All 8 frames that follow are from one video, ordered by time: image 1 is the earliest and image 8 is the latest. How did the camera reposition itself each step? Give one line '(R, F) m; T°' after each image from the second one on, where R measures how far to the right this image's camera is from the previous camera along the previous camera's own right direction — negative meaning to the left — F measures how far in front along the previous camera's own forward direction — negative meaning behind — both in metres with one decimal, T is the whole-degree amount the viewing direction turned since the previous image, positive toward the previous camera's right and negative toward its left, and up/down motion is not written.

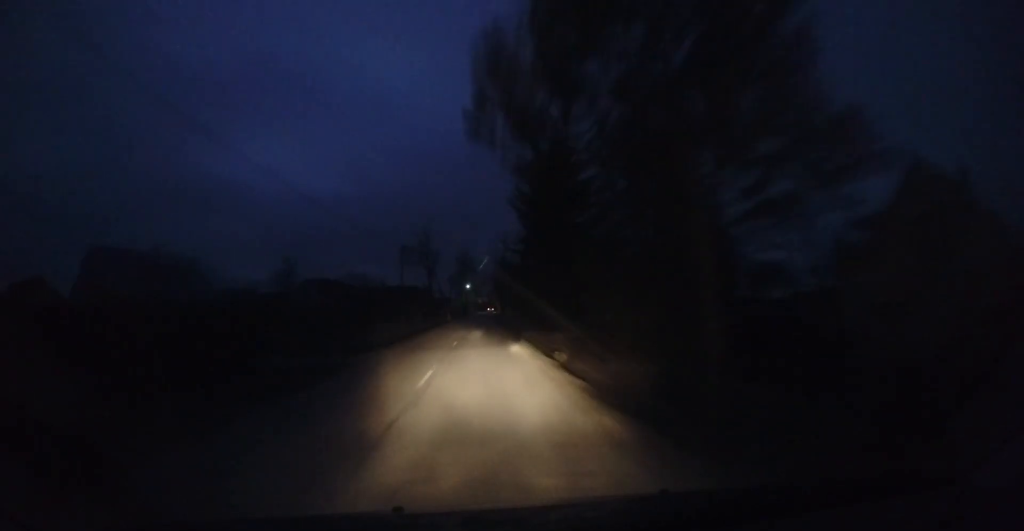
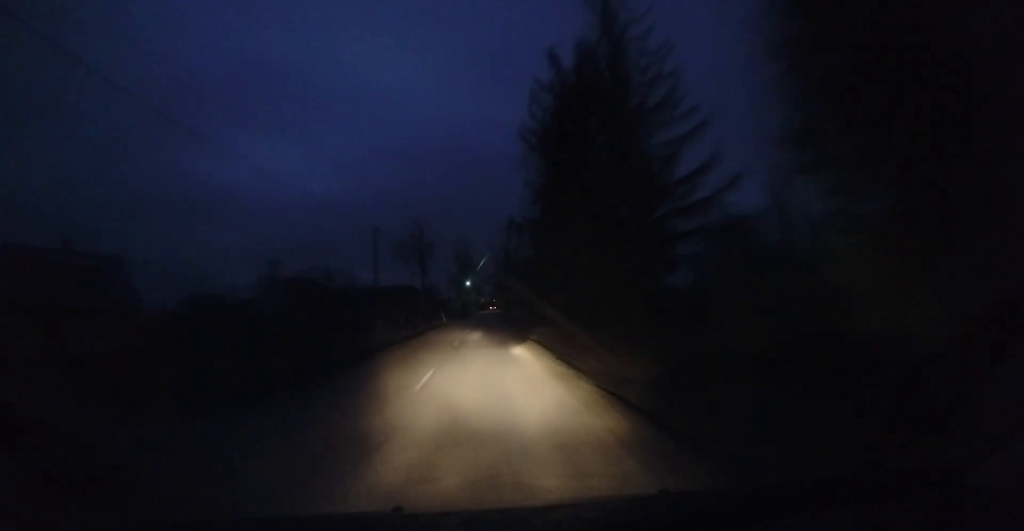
(+0.1, +8.2) m; +1°
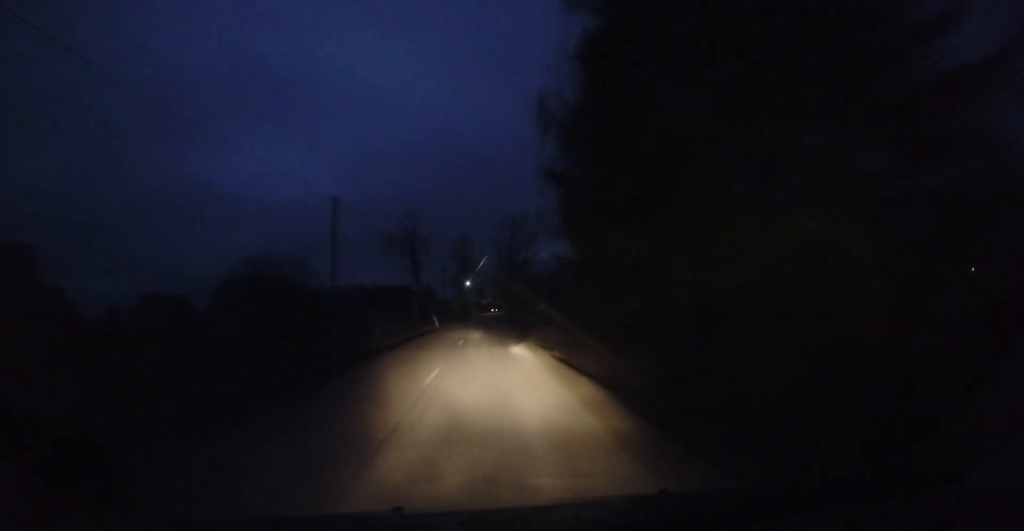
(0.0, +7.3) m; +1°
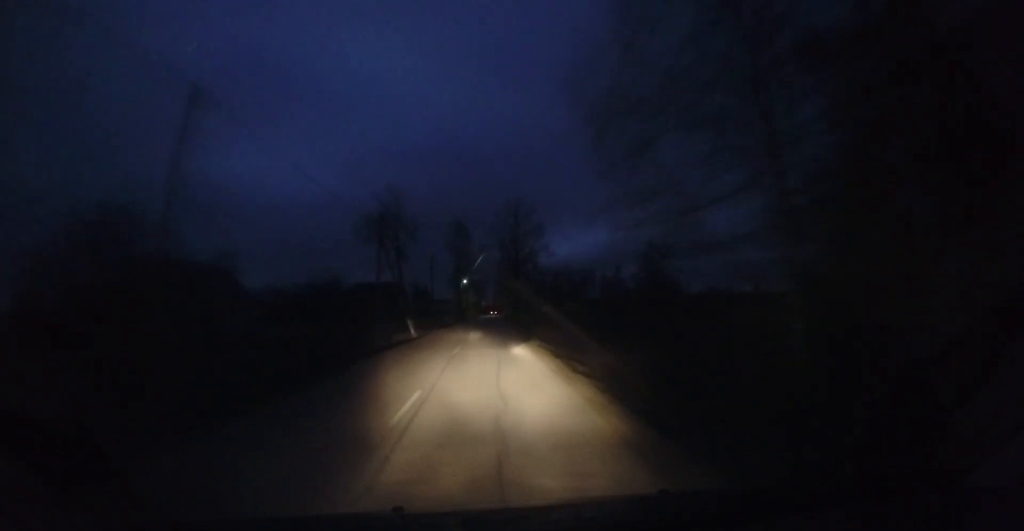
(+0.2, +10.5) m; +1°
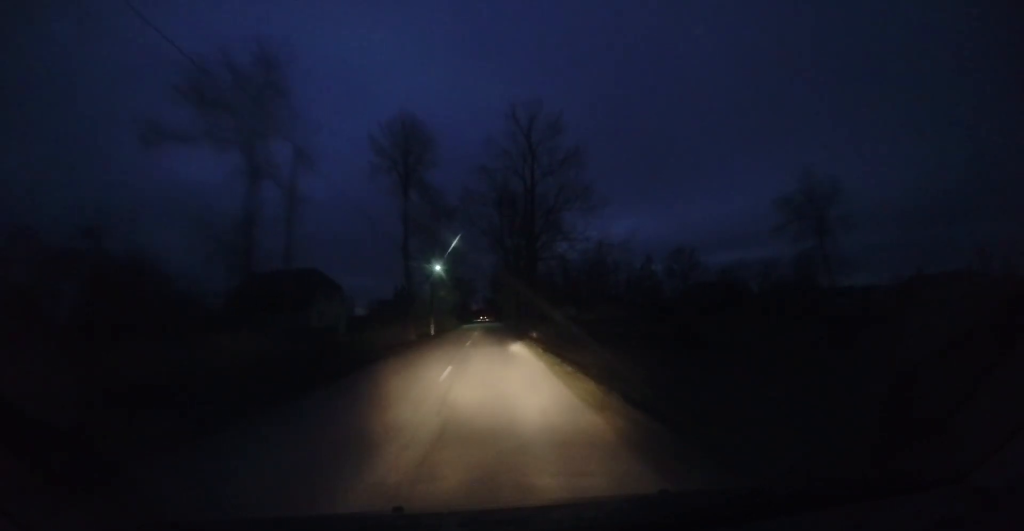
(+0.1, +28.7) m; 0°
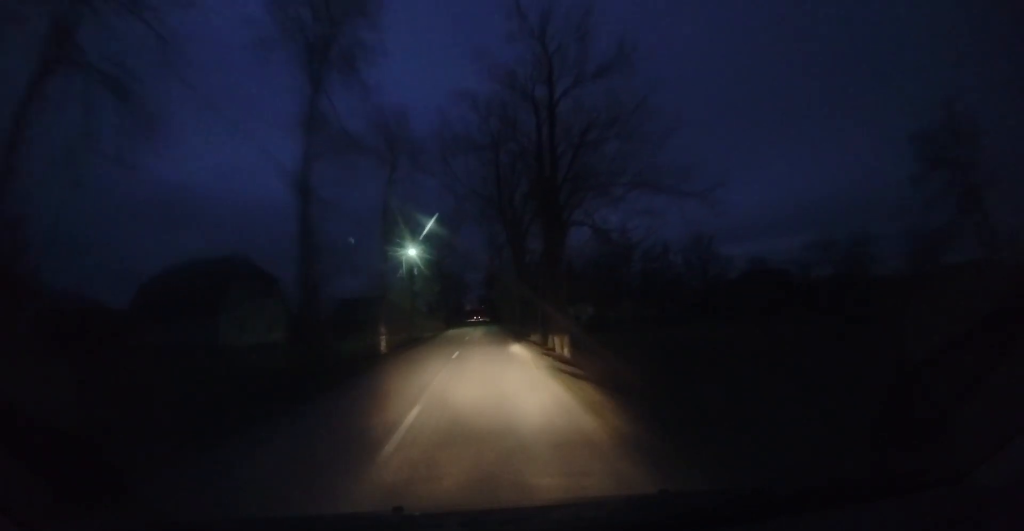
(0.0, +12.1) m; 0°
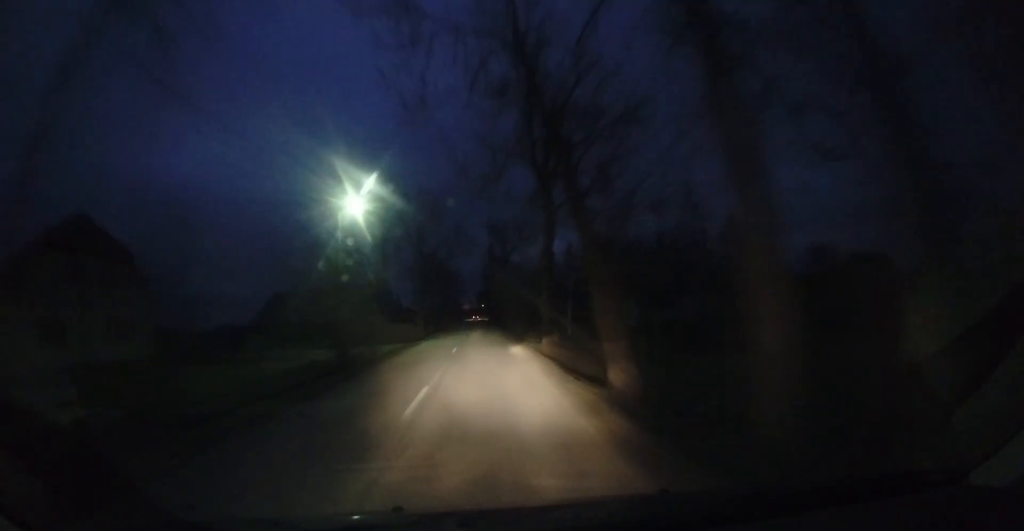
(0.0, +14.7) m; -1°
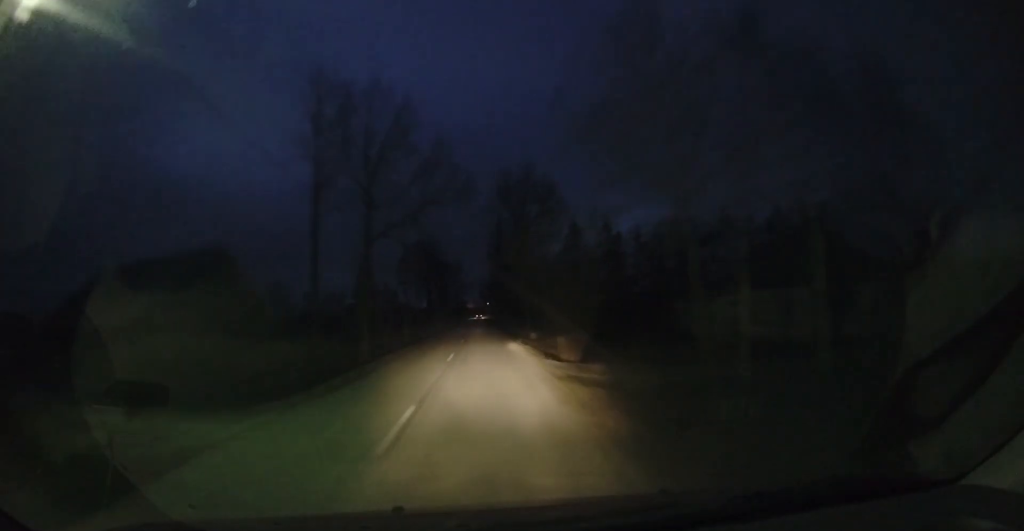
(-0.2, +17.1) m; -1°
